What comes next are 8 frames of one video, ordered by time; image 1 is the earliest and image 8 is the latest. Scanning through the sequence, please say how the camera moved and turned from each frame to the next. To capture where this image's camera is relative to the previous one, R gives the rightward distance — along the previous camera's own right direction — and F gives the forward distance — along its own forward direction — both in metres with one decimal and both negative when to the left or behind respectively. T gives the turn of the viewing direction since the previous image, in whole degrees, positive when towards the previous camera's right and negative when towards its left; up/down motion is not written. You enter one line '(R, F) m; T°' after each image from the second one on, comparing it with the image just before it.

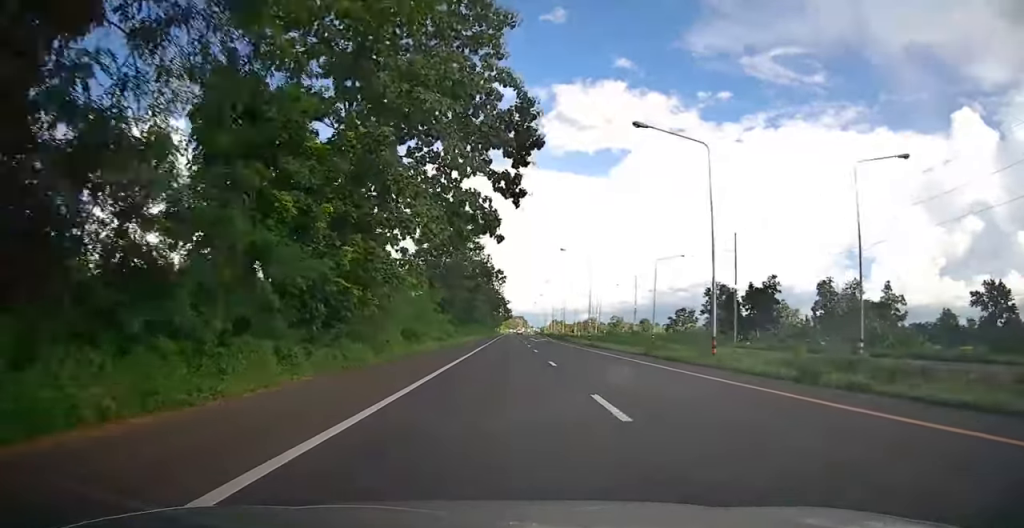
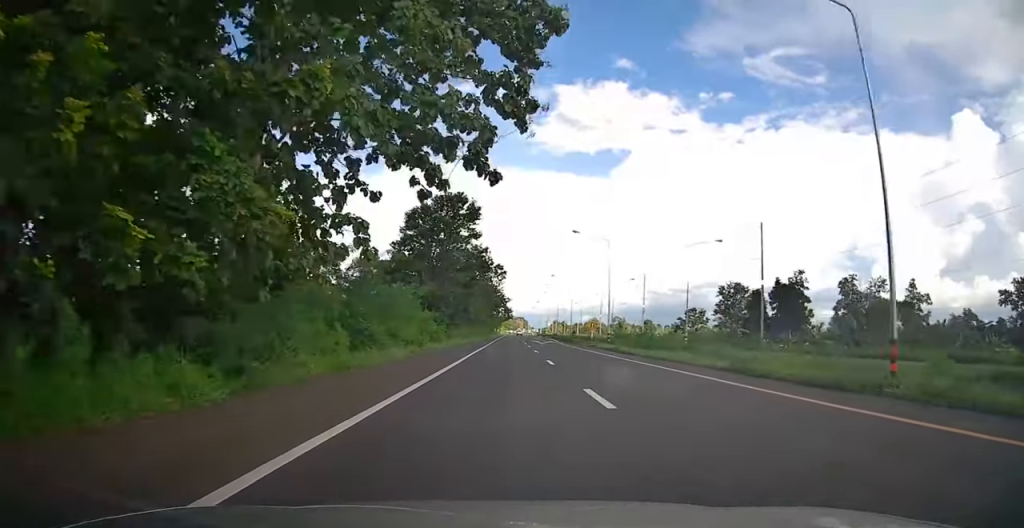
(0.0, +10.6) m; 0°
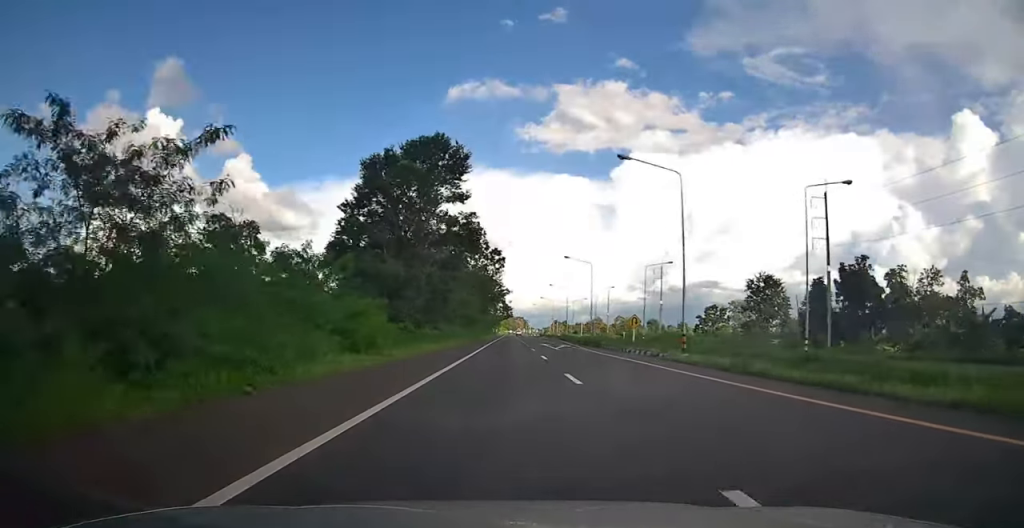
(-0.2, +19.6) m; 0°
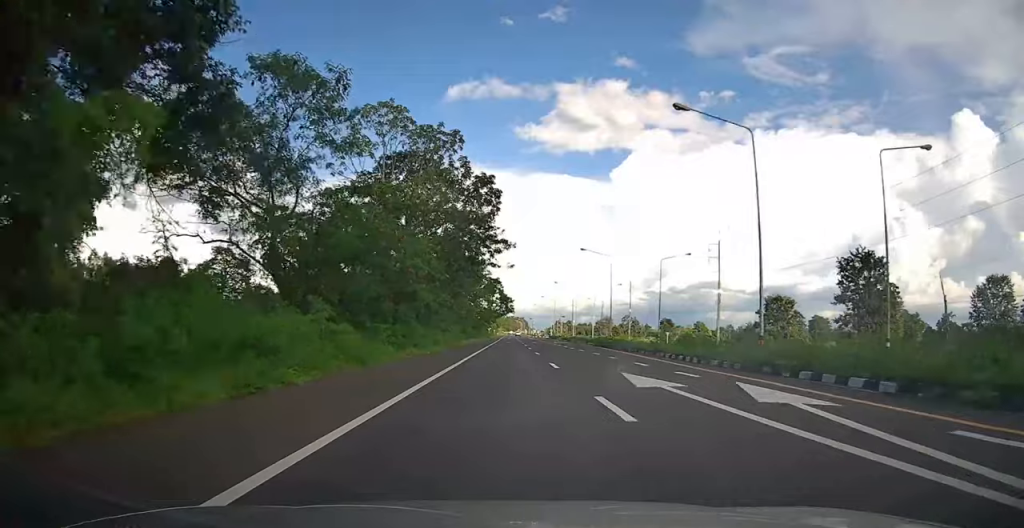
(+0.3, +41.6) m; 0°
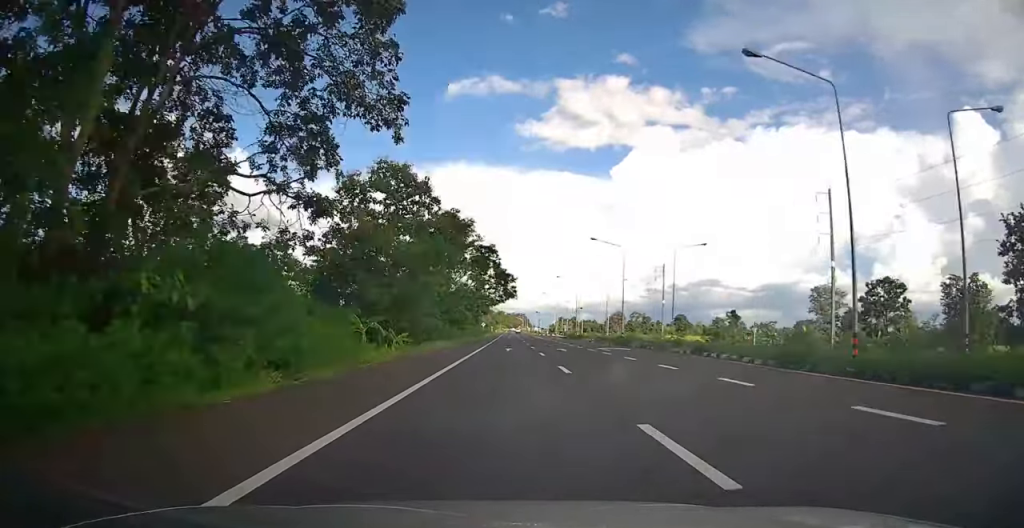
(0.0, +39.2) m; 0°
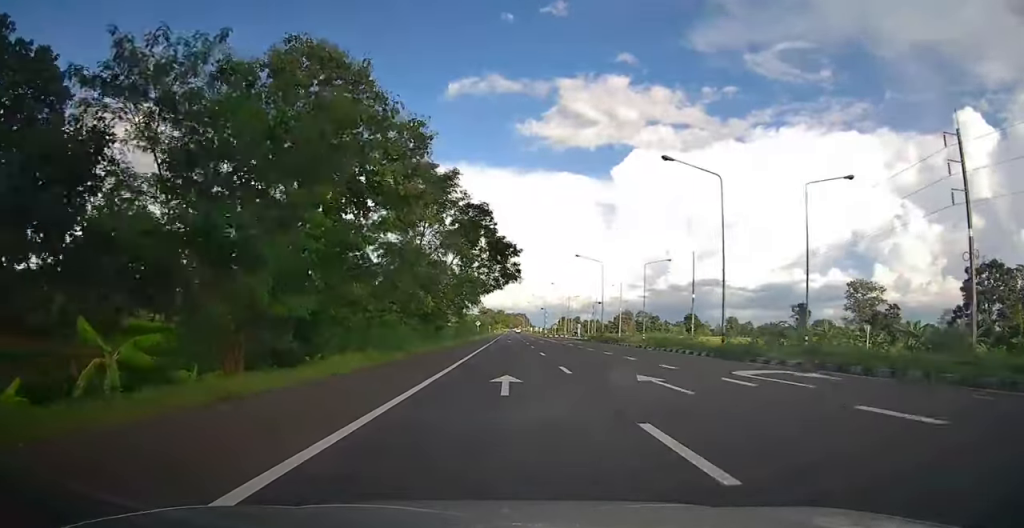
(0.0, +23.7) m; 0°
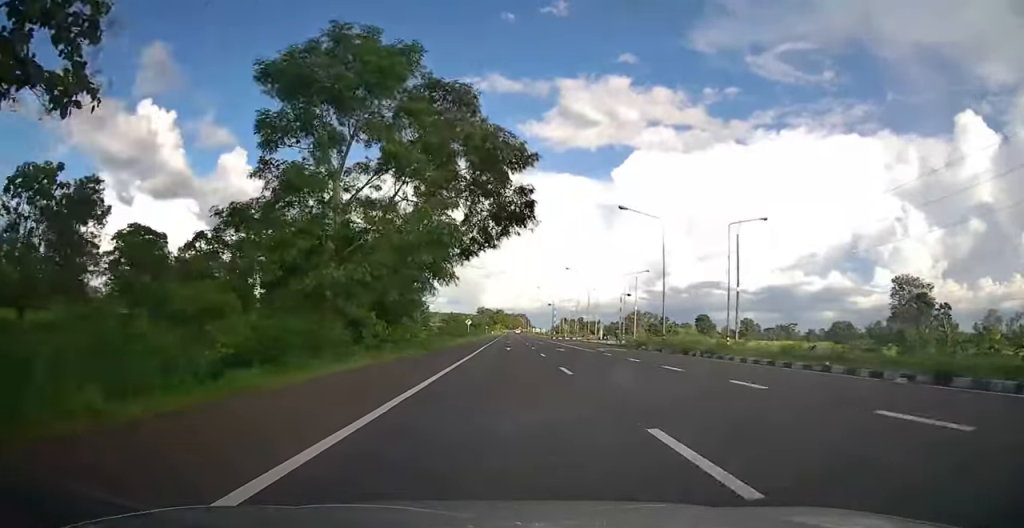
(-0.1, +24.1) m; 0°
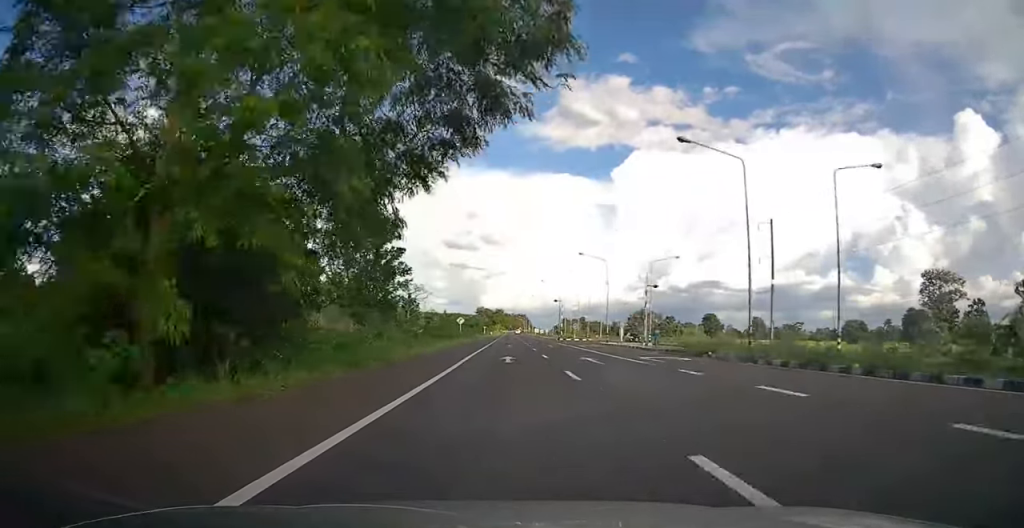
(+0.1, +13.5) m; 0°
